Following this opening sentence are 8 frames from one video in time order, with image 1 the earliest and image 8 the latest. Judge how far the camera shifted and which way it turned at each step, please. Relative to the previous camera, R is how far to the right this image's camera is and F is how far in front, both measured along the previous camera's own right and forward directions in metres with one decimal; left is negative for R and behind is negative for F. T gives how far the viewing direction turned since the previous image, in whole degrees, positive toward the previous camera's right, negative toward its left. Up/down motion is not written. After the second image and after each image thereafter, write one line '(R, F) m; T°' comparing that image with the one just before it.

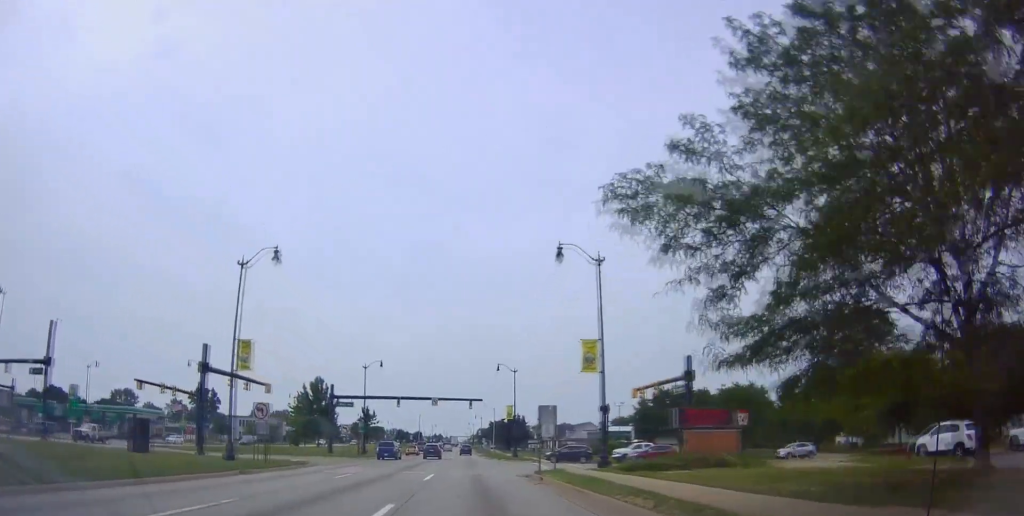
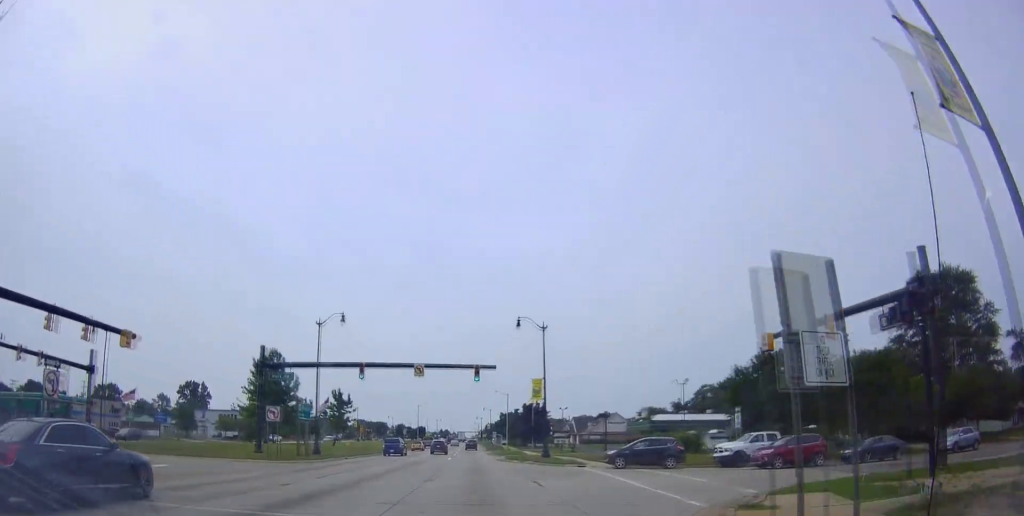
(0.0, +22.7) m; -1°
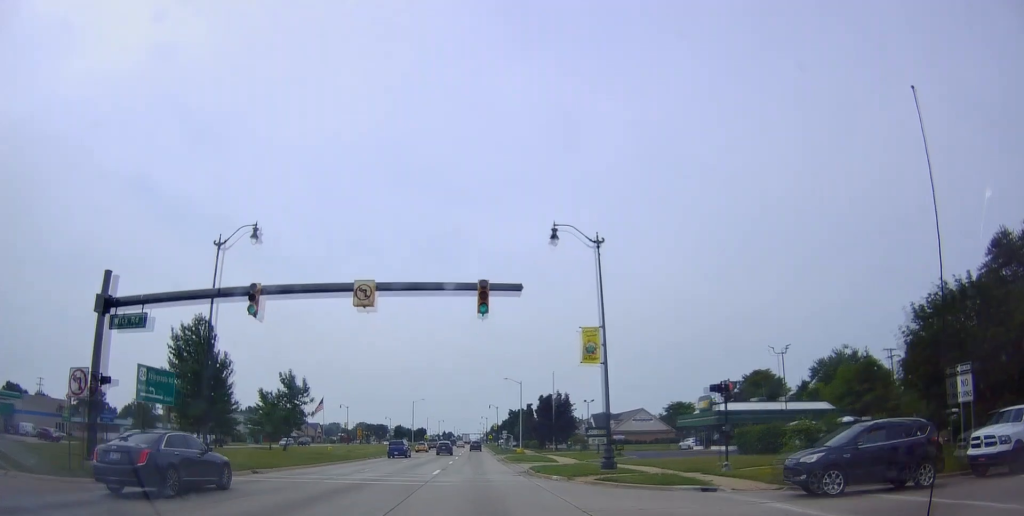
(-0.5, +19.3) m; -1°
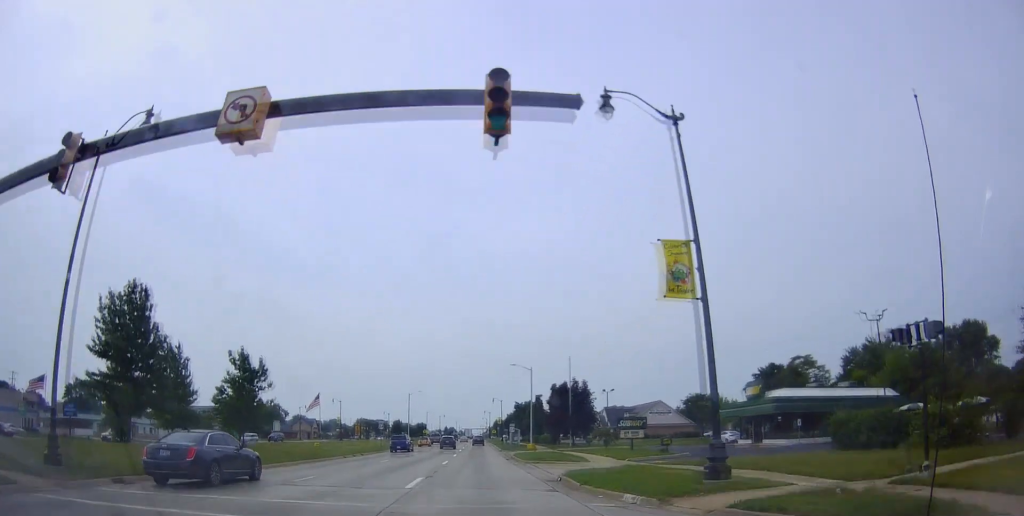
(-0.2, +10.7) m; 0°
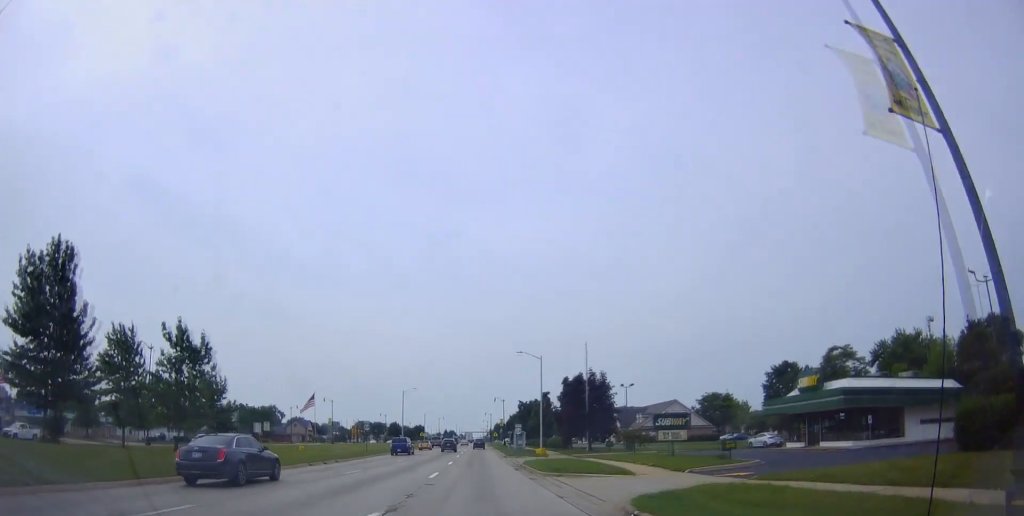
(+0.4, +8.9) m; +1°
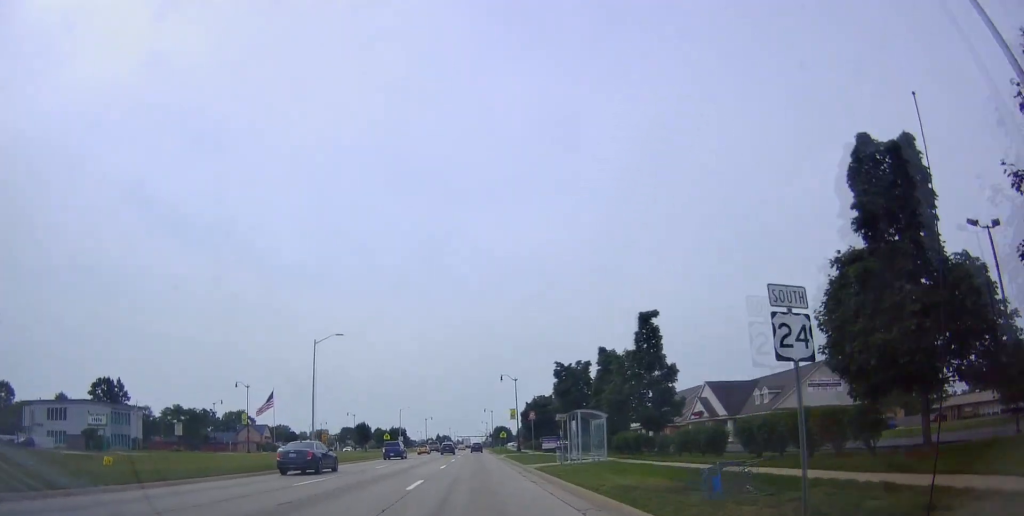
(+0.4, +50.8) m; -1°
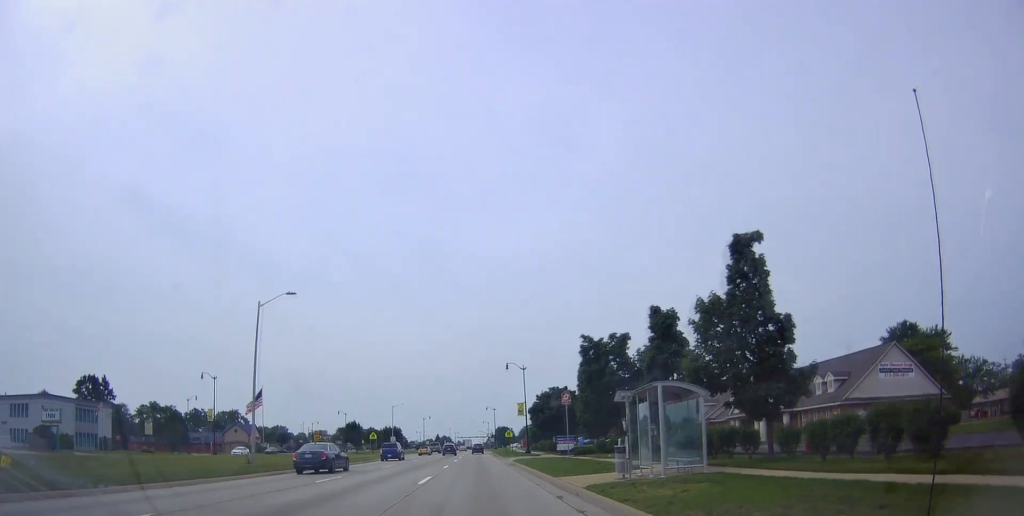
(-0.5, +12.5) m; 0°
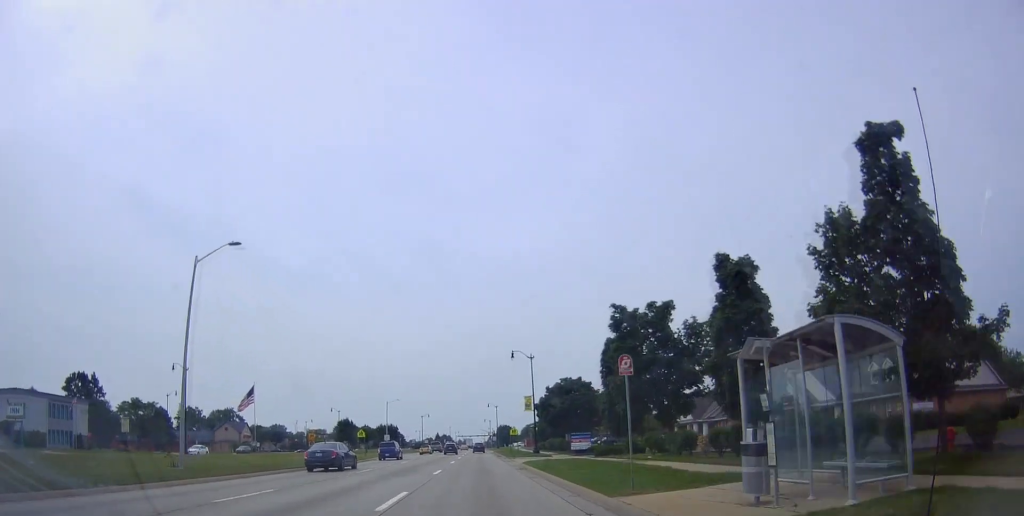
(+0.1, +8.6) m; 0°
